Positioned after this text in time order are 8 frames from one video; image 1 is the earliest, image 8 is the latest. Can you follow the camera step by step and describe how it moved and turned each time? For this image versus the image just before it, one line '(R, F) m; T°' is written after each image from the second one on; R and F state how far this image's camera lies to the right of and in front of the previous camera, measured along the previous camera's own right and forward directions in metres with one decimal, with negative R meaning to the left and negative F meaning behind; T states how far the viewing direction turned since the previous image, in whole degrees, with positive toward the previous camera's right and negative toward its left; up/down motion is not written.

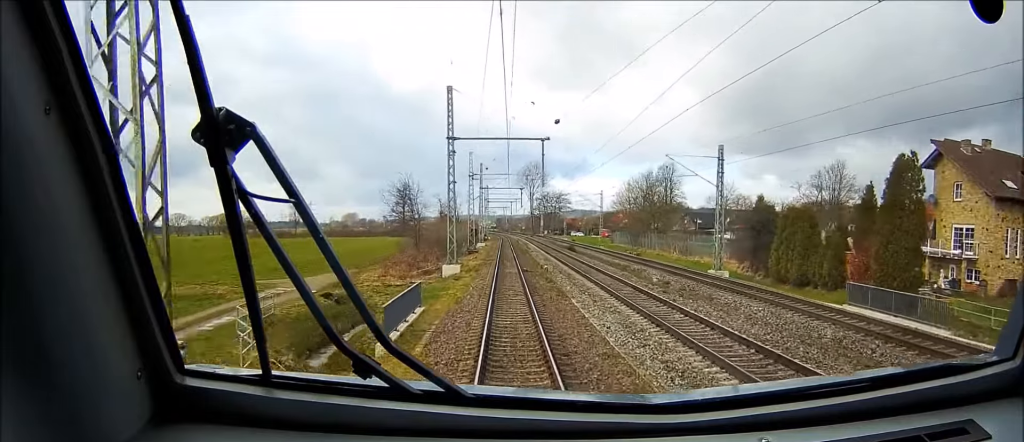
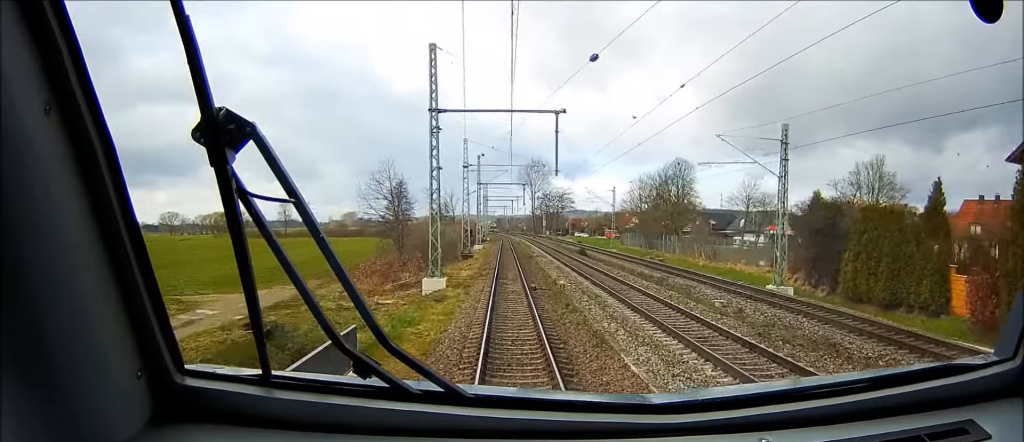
(0.0, +12.0) m; 0°
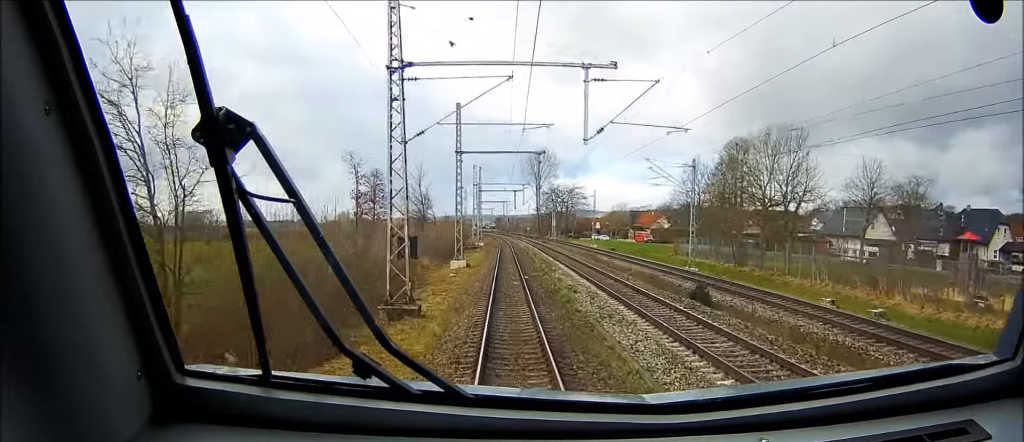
(-0.4, +41.0) m; -1°
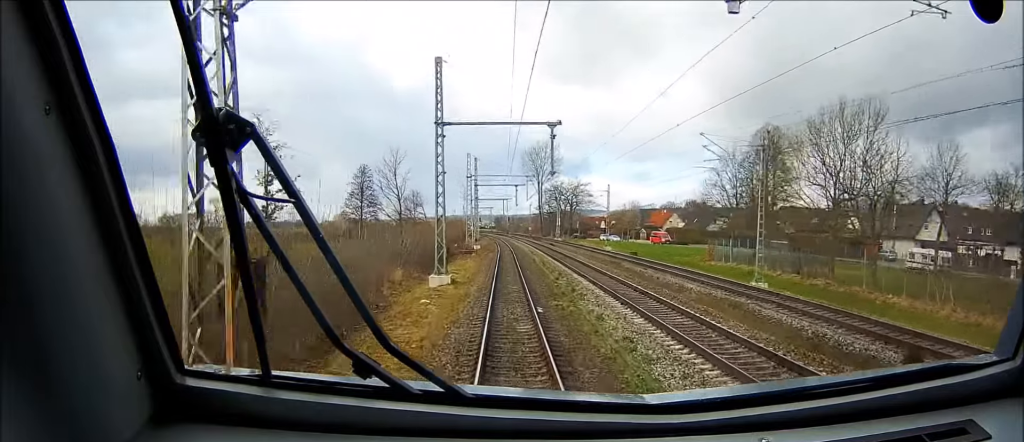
(0.0, +15.6) m; 0°
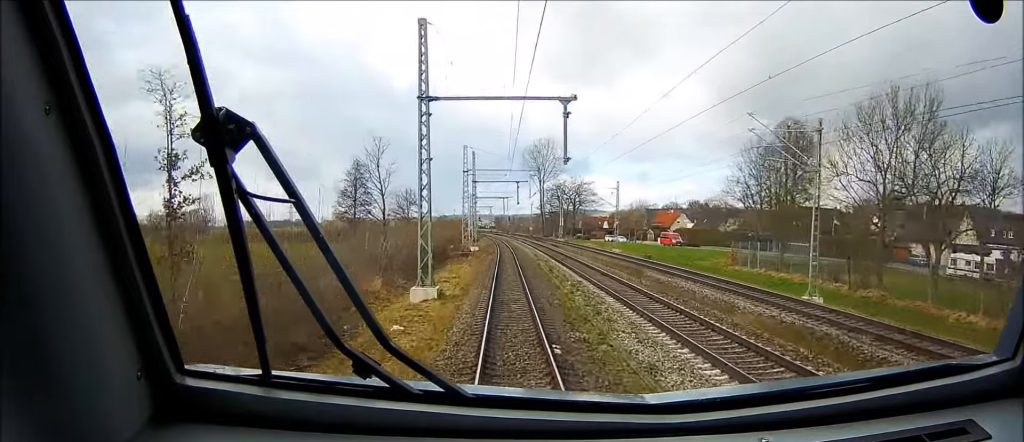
(-0.1, +8.1) m; 0°
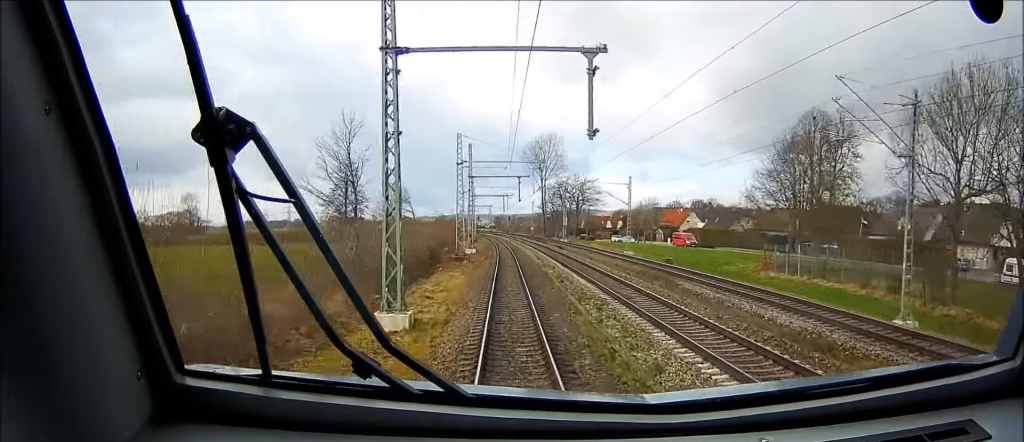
(0.0, +8.6) m; 0°
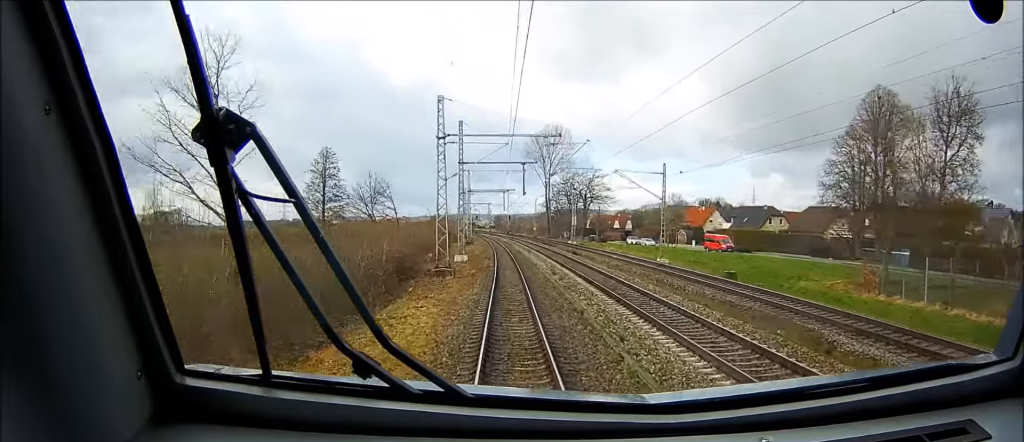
(+0.1, +18.3) m; 0°
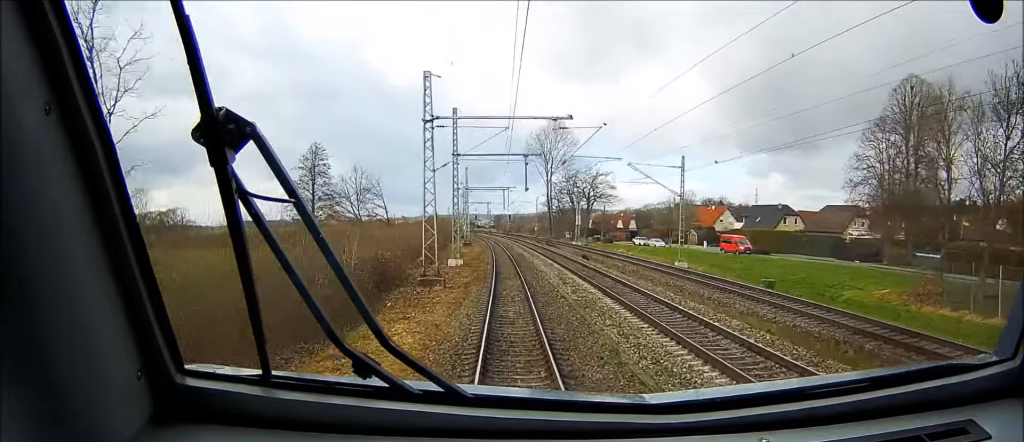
(0.0, +7.0) m; 0°
